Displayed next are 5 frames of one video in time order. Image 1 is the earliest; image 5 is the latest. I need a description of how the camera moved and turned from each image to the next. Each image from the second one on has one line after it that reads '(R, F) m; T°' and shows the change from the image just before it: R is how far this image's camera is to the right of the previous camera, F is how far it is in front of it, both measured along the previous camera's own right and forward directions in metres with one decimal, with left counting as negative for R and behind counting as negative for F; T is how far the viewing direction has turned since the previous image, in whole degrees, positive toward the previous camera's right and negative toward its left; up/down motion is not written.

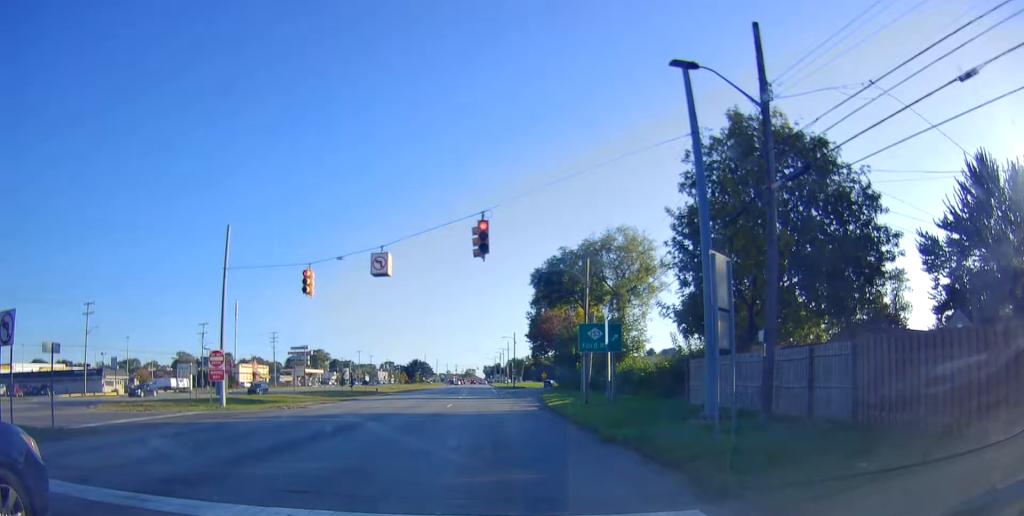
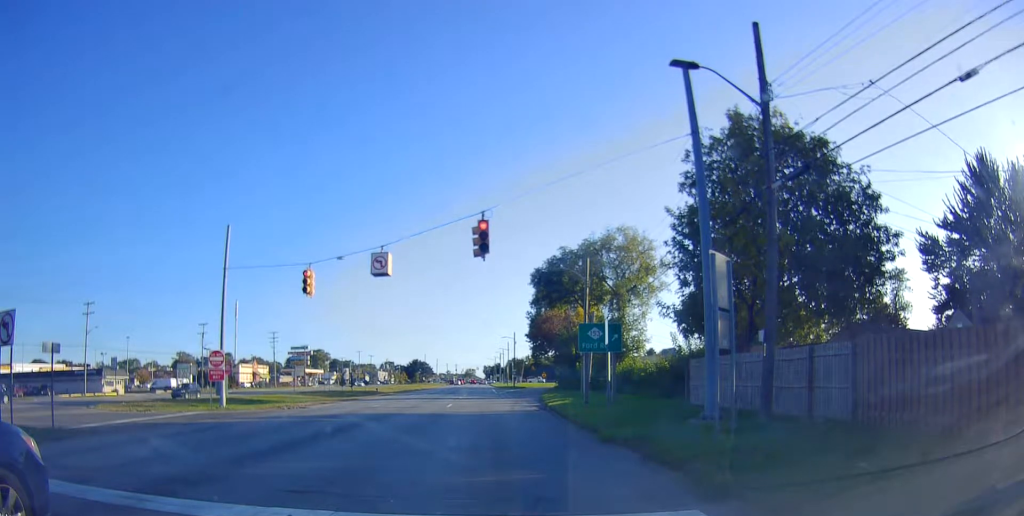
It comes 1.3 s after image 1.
(0.0, 0.0) m; 0°
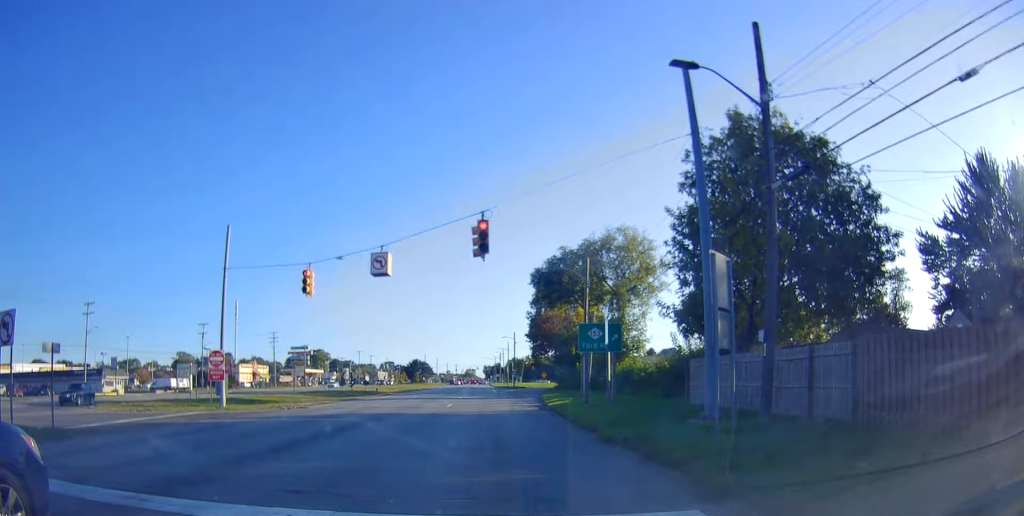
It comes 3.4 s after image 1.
(0.0, 0.0) m; 0°
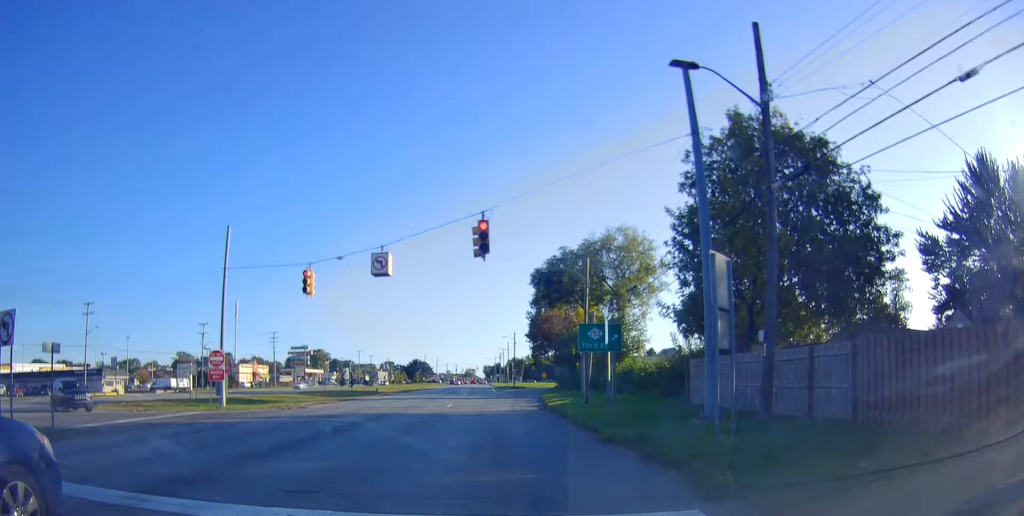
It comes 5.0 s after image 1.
(0.0, 0.0) m; 0°
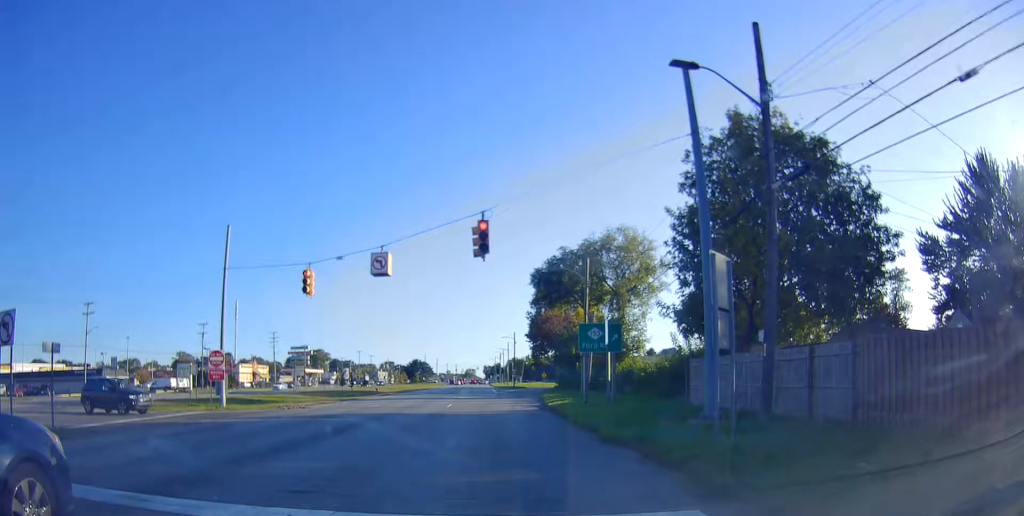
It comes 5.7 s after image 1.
(0.0, 0.0) m; 0°
